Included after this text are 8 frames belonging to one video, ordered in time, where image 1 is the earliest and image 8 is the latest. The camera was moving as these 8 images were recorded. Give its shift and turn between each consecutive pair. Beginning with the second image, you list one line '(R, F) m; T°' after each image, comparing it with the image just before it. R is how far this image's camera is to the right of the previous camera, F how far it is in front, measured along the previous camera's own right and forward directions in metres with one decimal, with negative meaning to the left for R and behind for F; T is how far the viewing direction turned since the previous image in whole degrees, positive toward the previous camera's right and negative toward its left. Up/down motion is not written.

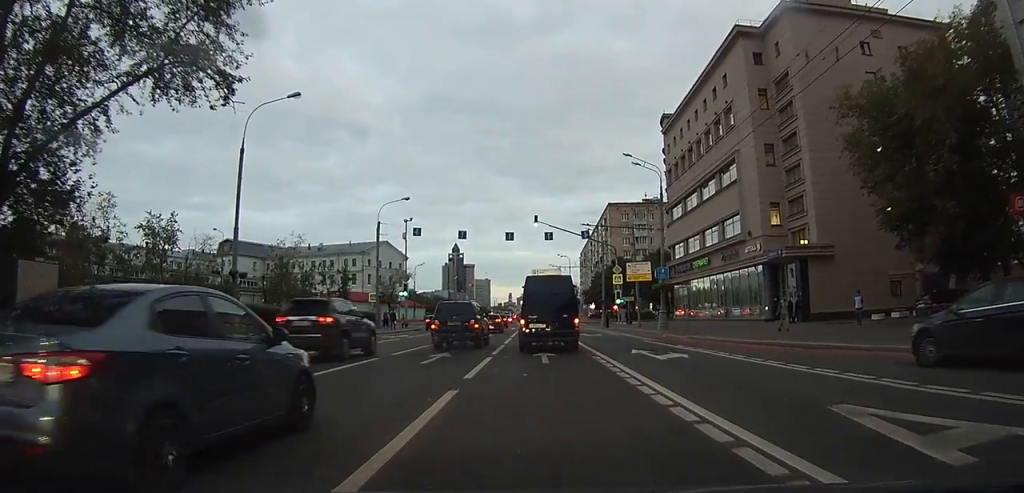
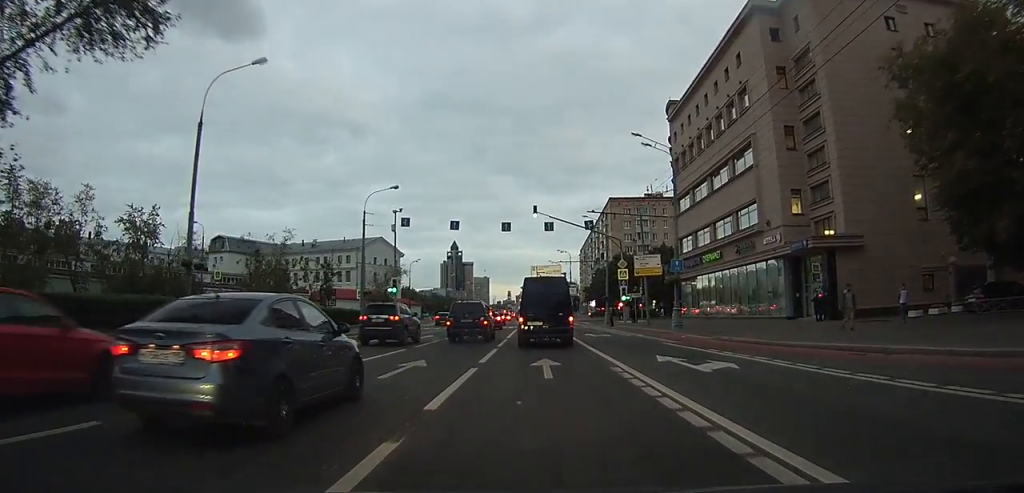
(+0.1, +3.7) m; -1°
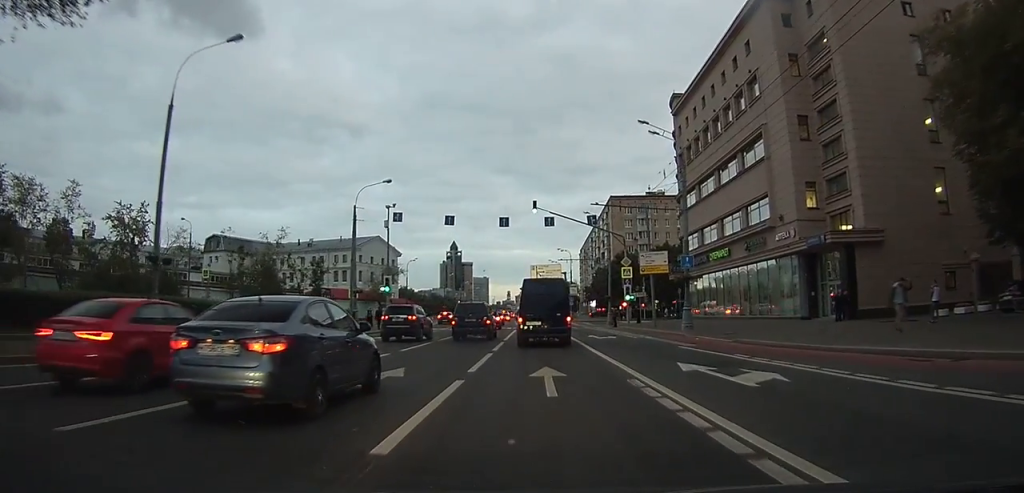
(-0.1, +2.4) m; -1°
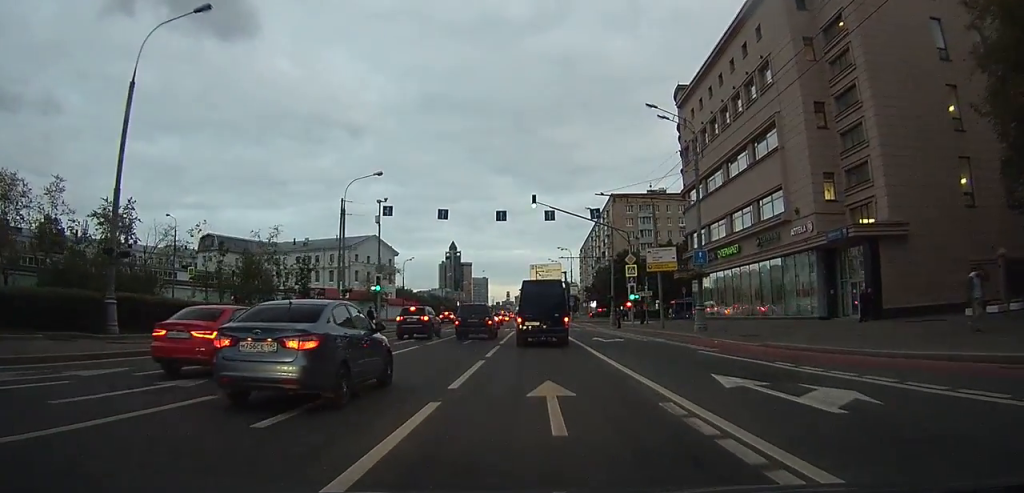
(0.0, +2.5) m; -1°
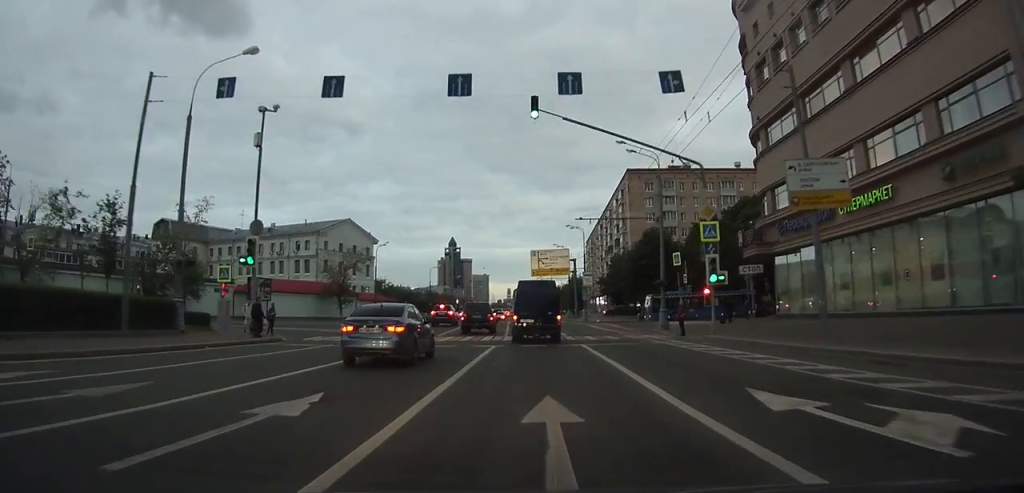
(-0.8, +23.6) m; -2°
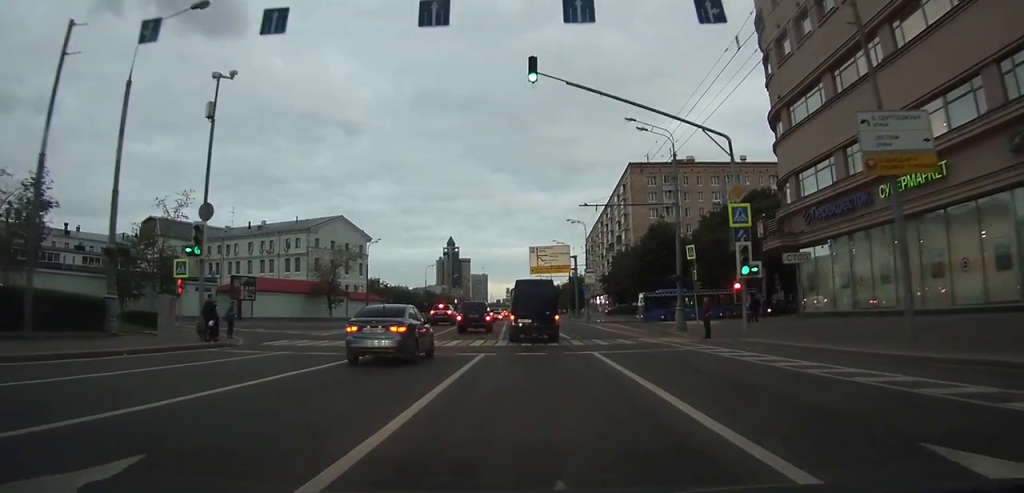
(+0.1, +4.7) m; +1°
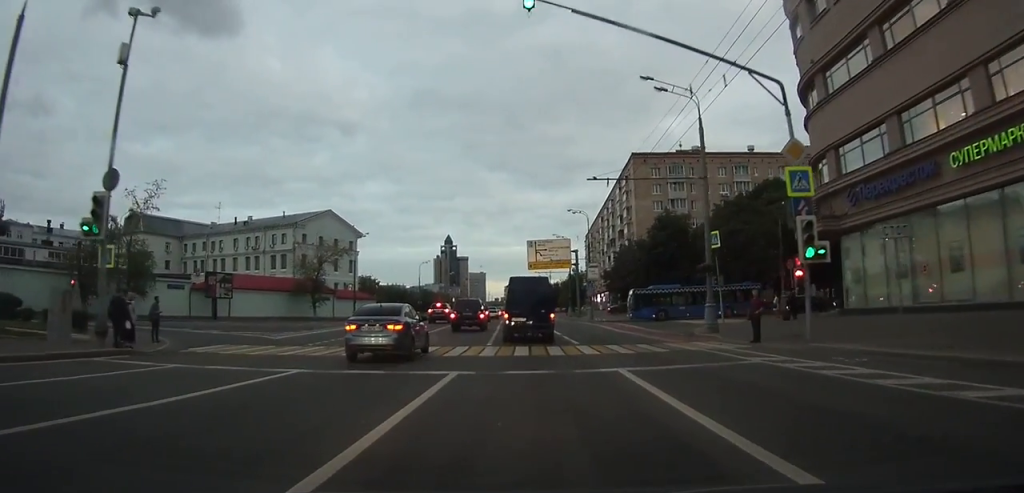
(0.0, +6.2) m; +1°
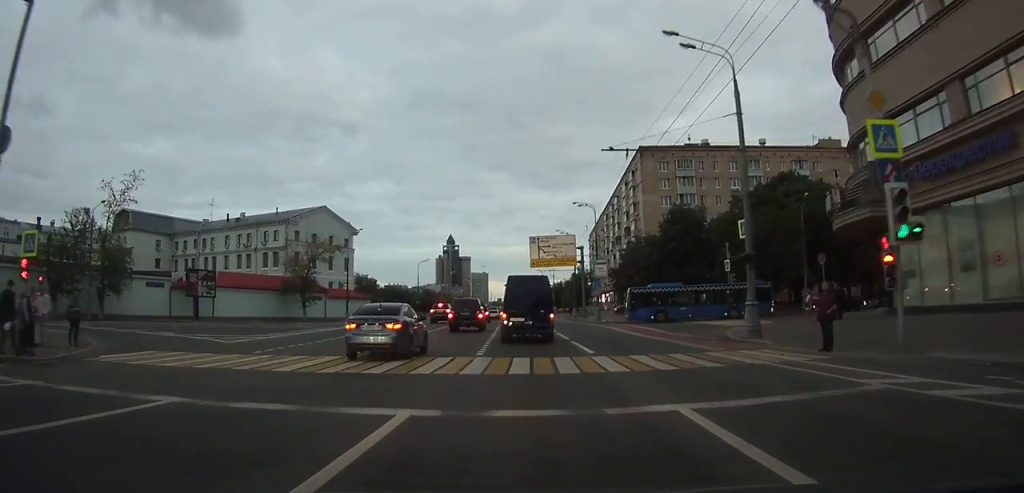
(+0.1, +5.0) m; 0°
